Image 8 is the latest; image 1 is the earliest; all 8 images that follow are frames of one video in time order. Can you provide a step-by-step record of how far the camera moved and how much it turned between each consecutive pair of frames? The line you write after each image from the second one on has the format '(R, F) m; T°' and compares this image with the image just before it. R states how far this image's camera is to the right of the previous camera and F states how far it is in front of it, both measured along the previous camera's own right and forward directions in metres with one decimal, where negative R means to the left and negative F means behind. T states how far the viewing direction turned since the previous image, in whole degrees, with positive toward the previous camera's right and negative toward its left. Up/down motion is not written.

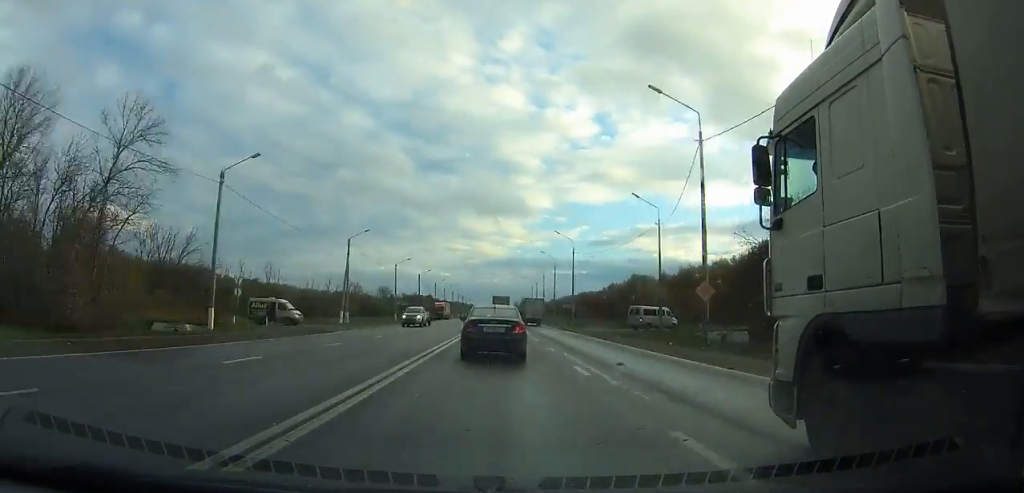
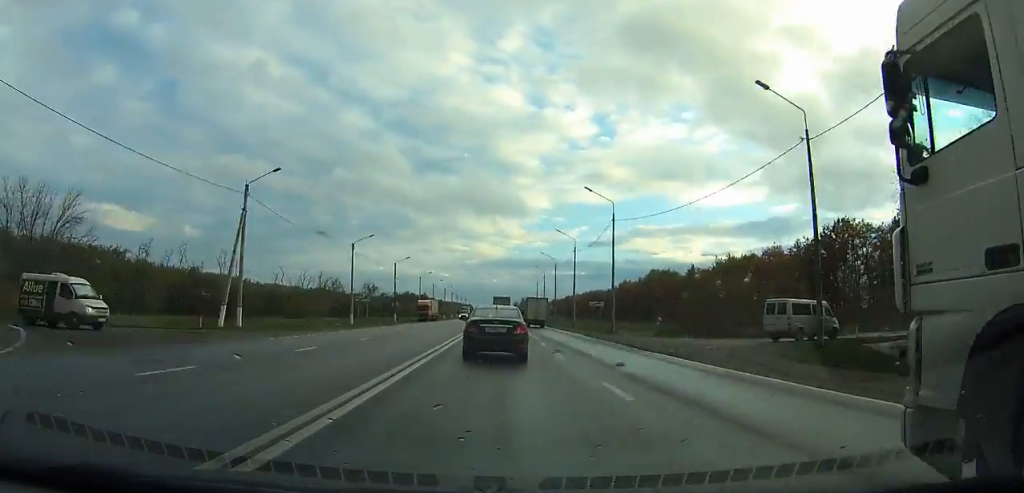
(0.0, +27.5) m; 0°
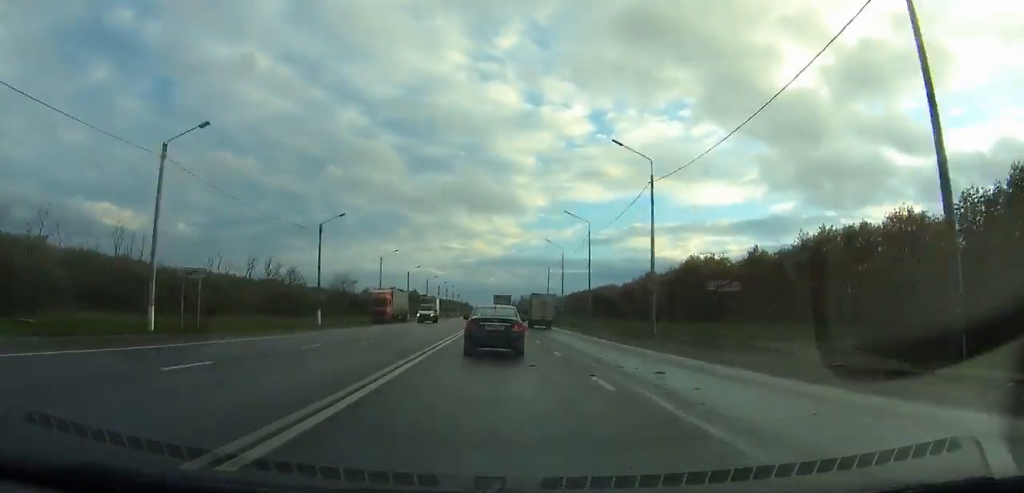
(-0.1, +42.9) m; 0°
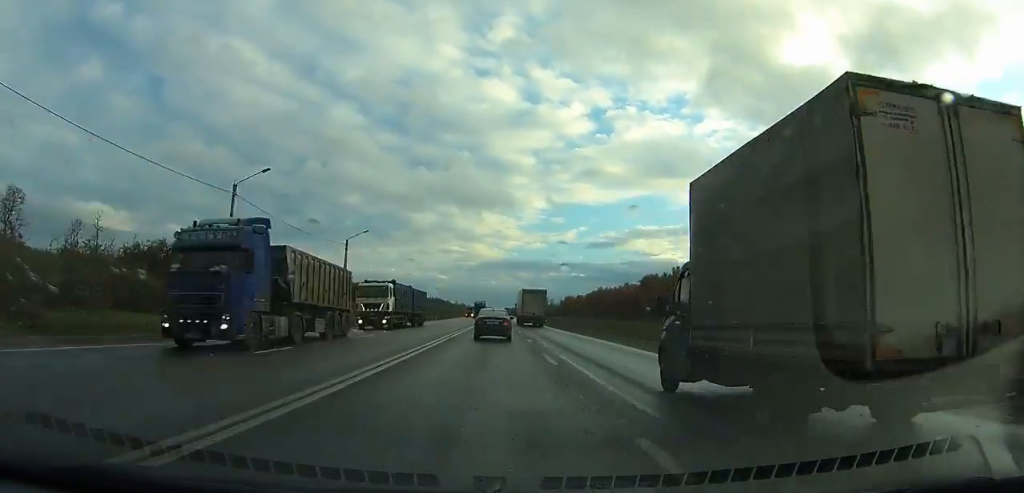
(+0.5, +194.7) m; 0°
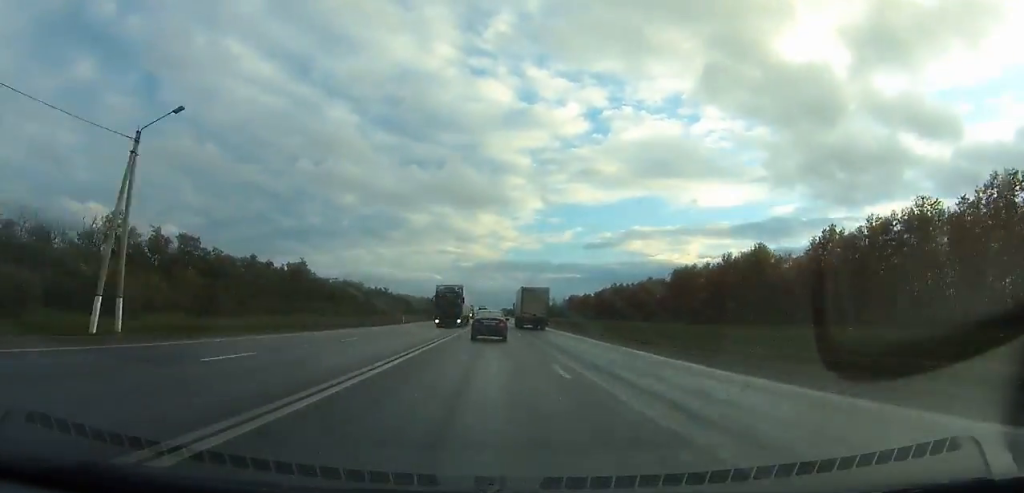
(0.0, +40.1) m; 0°
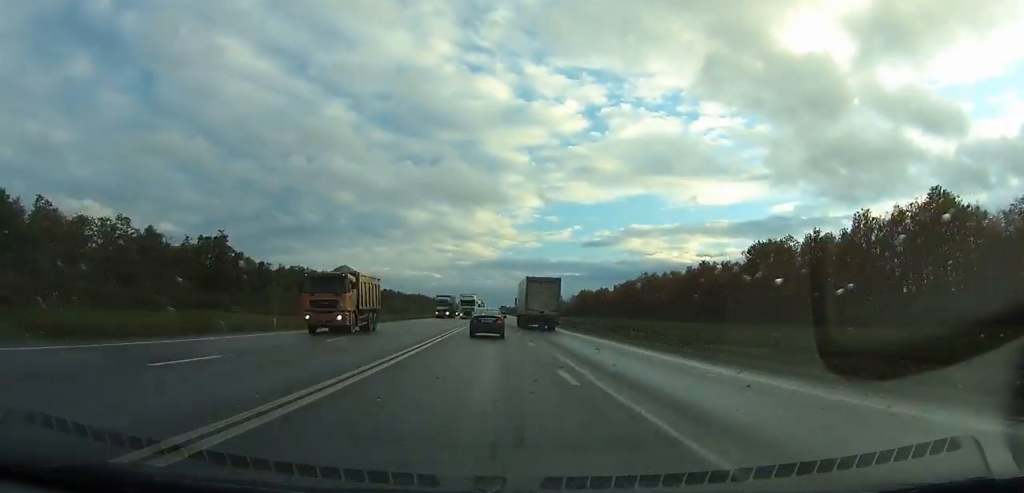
(0.0, +49.2) m; 0°
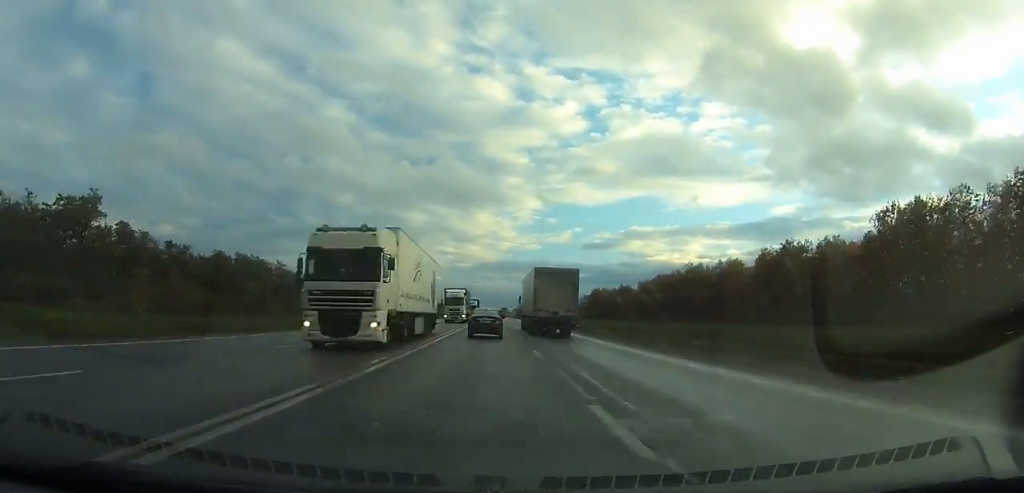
(0.0, +41.8) m; 0°
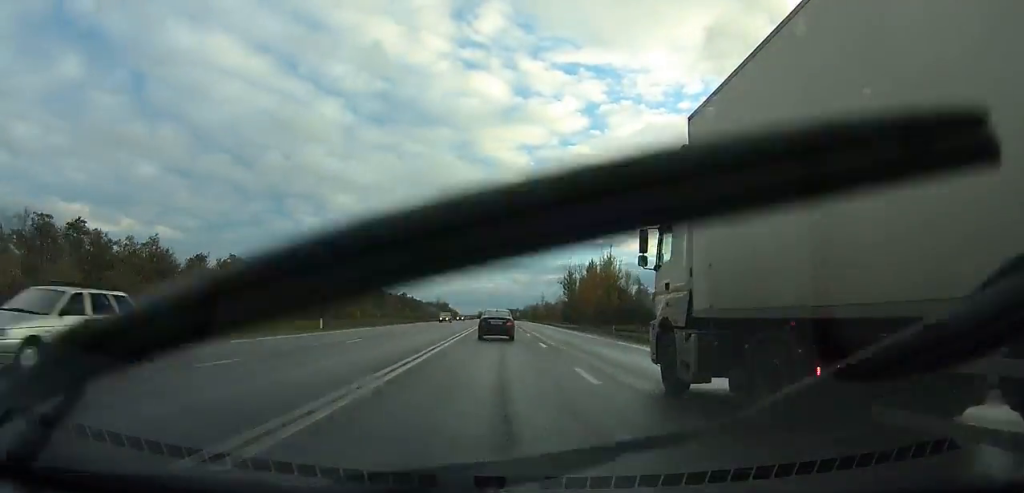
(-0.2, +150.0) m; 0°
